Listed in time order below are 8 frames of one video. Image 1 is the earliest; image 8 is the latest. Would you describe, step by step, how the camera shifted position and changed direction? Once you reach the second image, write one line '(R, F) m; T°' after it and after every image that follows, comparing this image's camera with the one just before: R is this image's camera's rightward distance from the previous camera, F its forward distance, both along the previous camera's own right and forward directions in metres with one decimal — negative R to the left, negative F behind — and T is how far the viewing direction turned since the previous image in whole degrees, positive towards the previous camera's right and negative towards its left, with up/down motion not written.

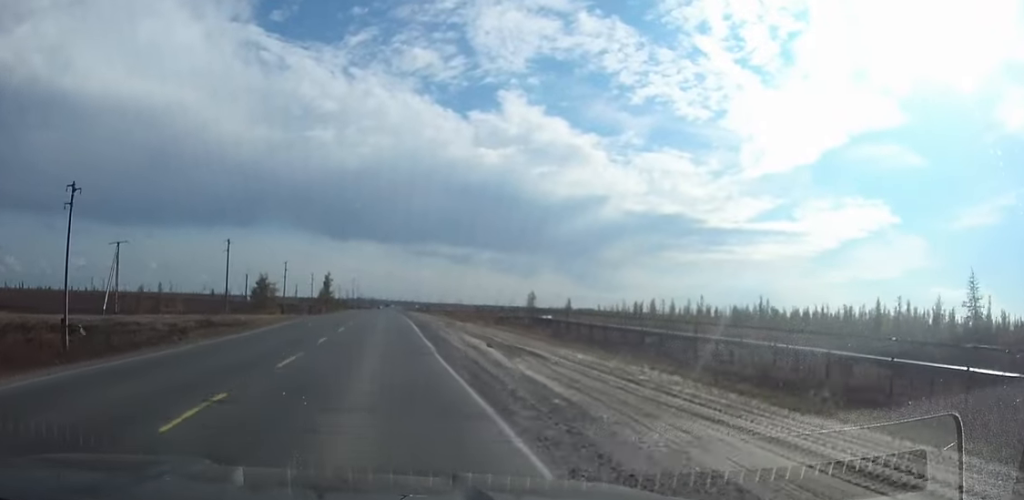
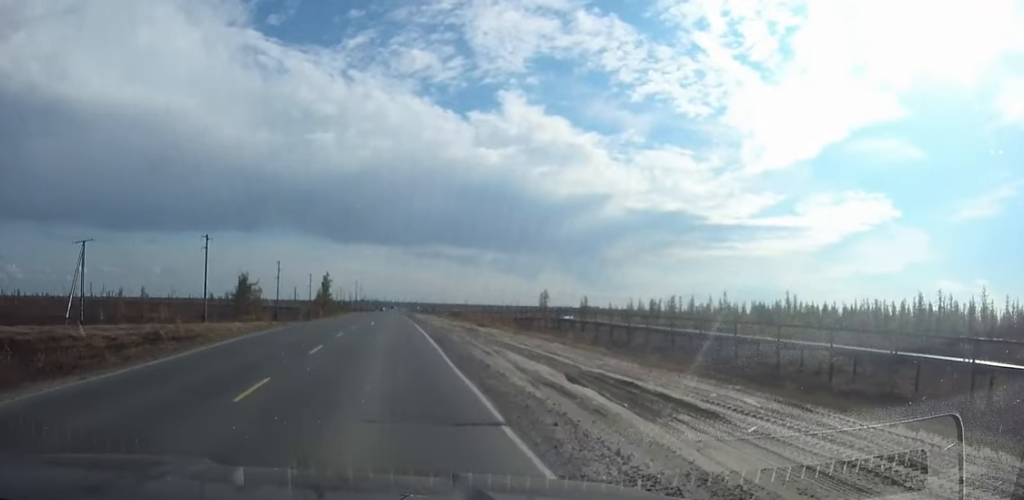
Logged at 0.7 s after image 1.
(0.0, +12.1) m; 0°
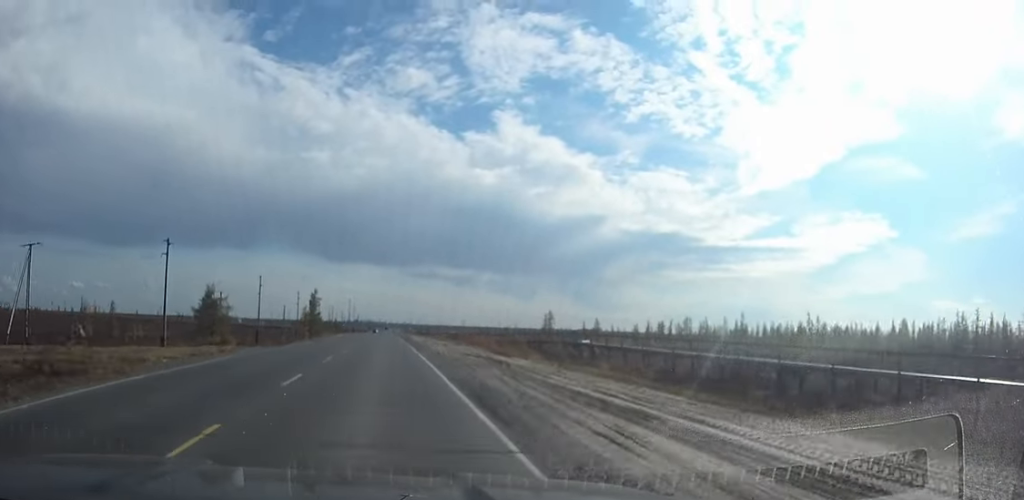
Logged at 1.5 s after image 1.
(0.0, +12.7) m; 0°
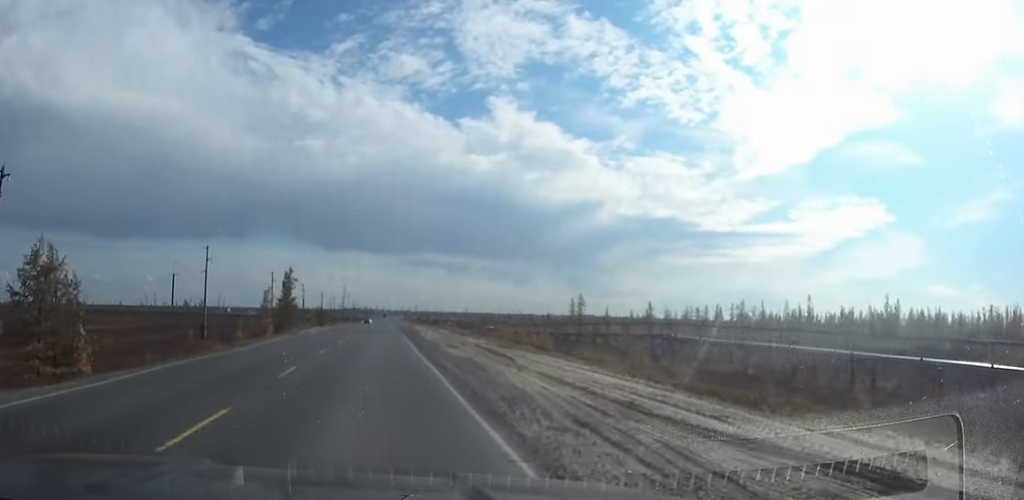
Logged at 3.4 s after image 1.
(+0.1, +29.4) m; 0°
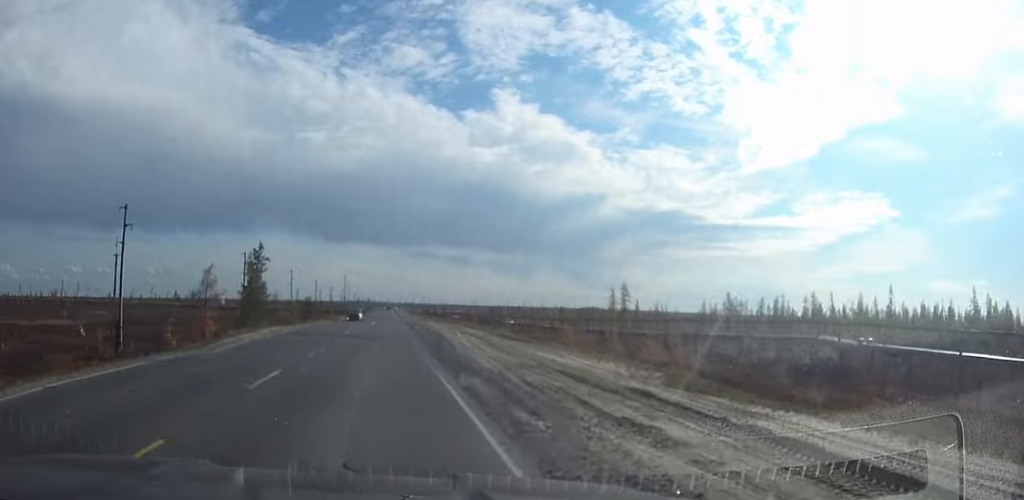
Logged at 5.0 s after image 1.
(0.0, +24.6) m; 0°
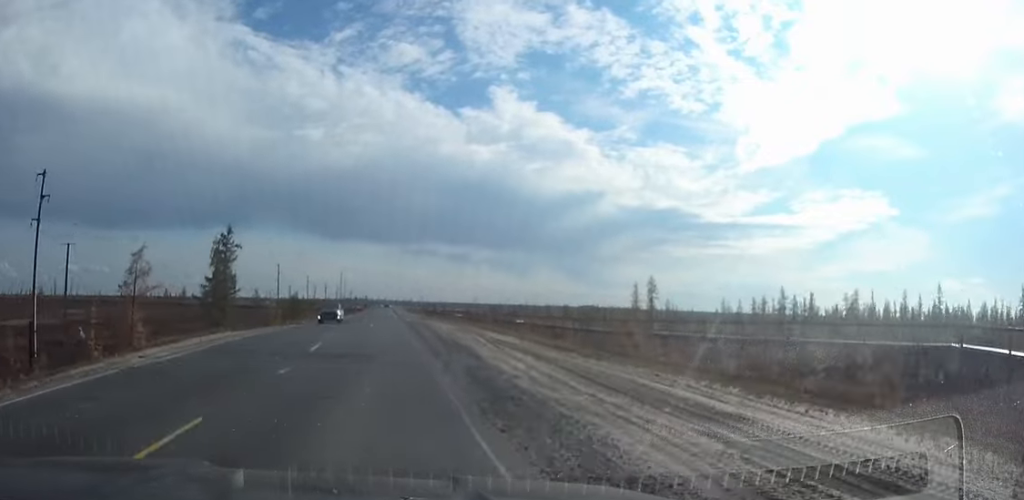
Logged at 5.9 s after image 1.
(0.0, +13.2) m; 0°
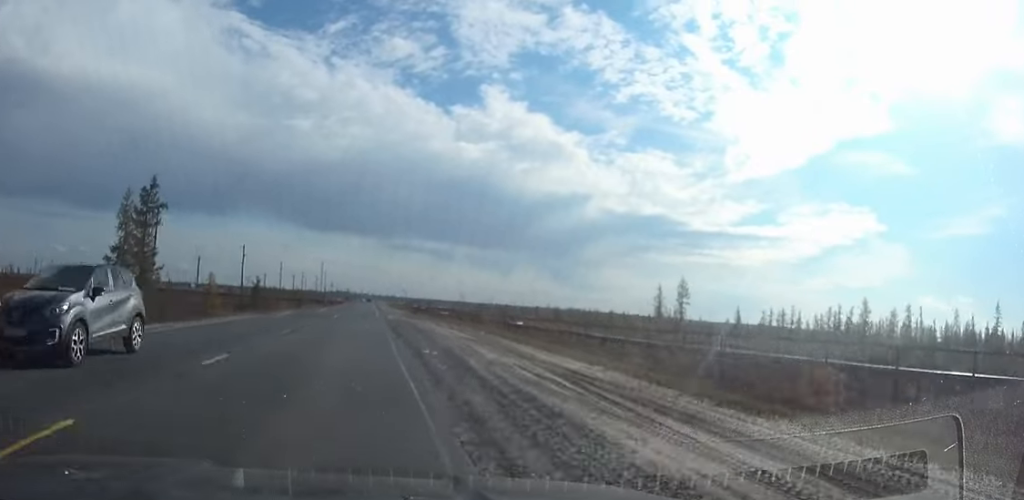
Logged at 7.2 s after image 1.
(-0.1, +17.8) m; -1°
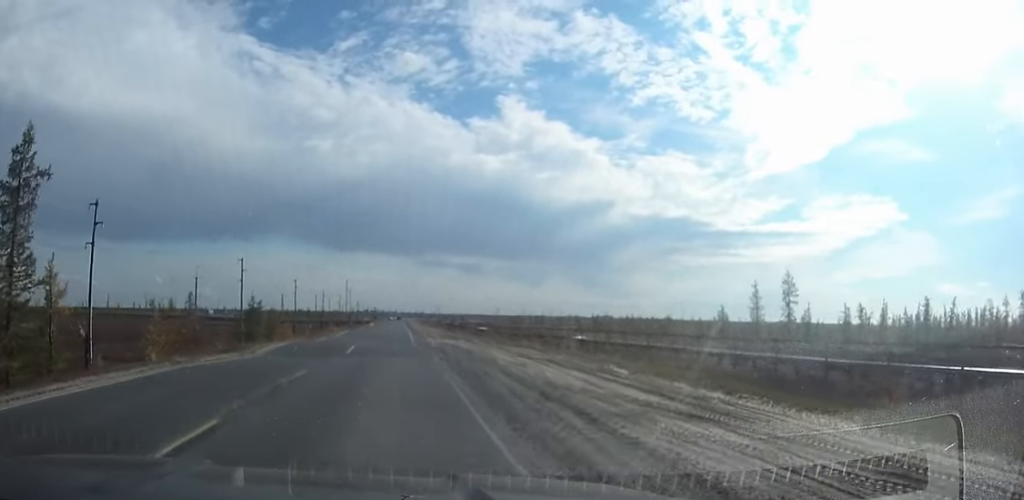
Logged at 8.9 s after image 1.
(-0.1, +20.9) m; 0°
